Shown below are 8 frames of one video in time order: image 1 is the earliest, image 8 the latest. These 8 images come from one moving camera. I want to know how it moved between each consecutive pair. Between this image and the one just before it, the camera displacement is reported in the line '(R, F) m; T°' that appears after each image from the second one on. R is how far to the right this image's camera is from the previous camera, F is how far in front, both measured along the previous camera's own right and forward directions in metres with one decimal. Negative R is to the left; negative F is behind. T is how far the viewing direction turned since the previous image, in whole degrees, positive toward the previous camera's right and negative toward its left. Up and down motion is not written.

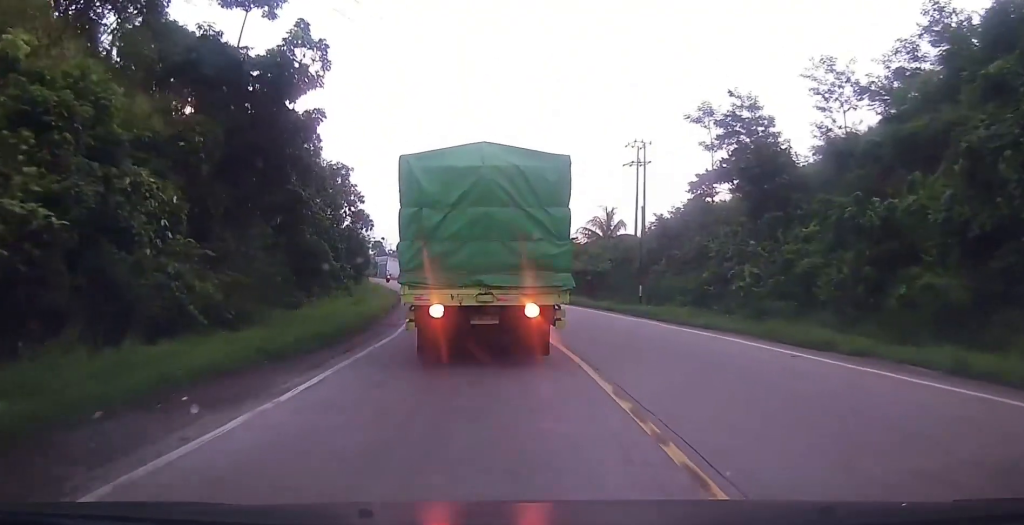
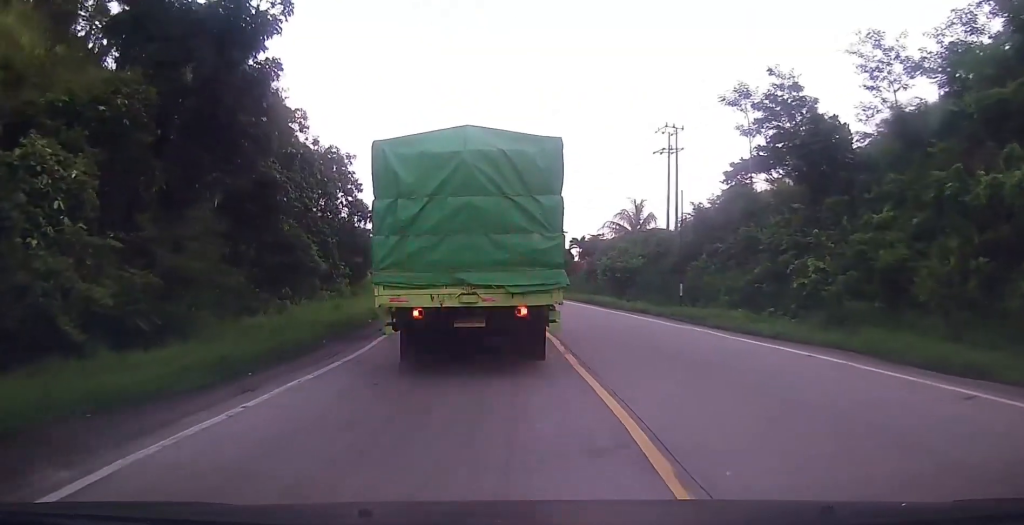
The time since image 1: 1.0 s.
(-0.1, +6.4) m; +1°
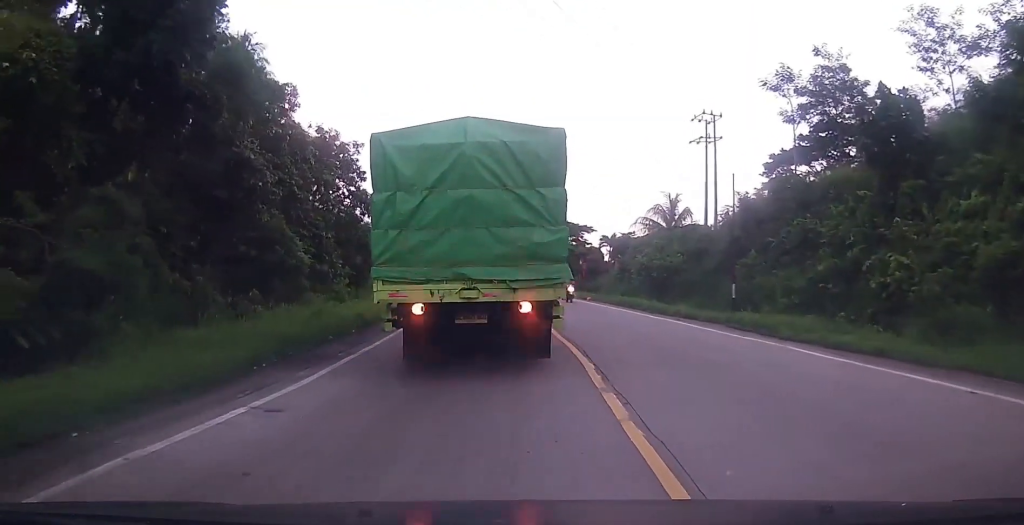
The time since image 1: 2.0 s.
(+0.2, +5.6) m; +1°
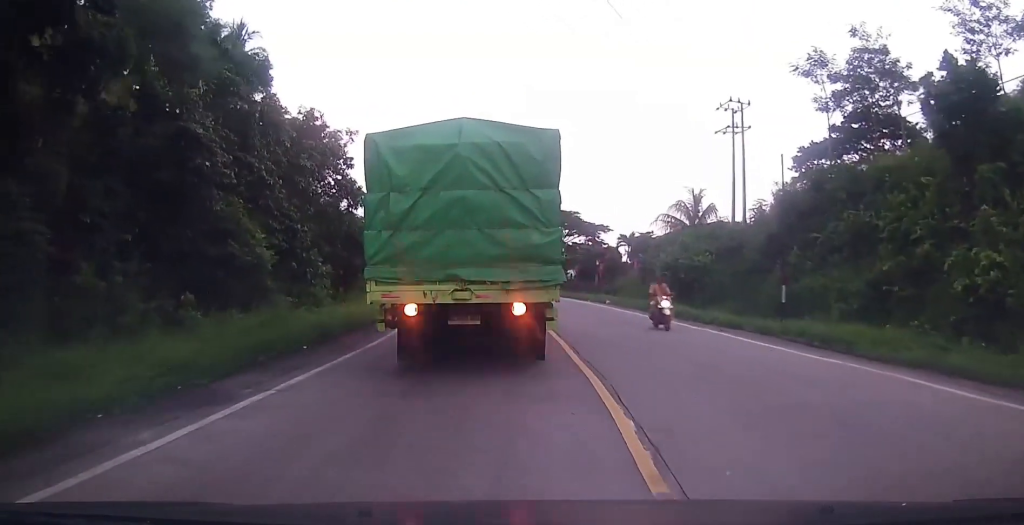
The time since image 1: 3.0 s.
(-0.2, +4.8) m; -4°
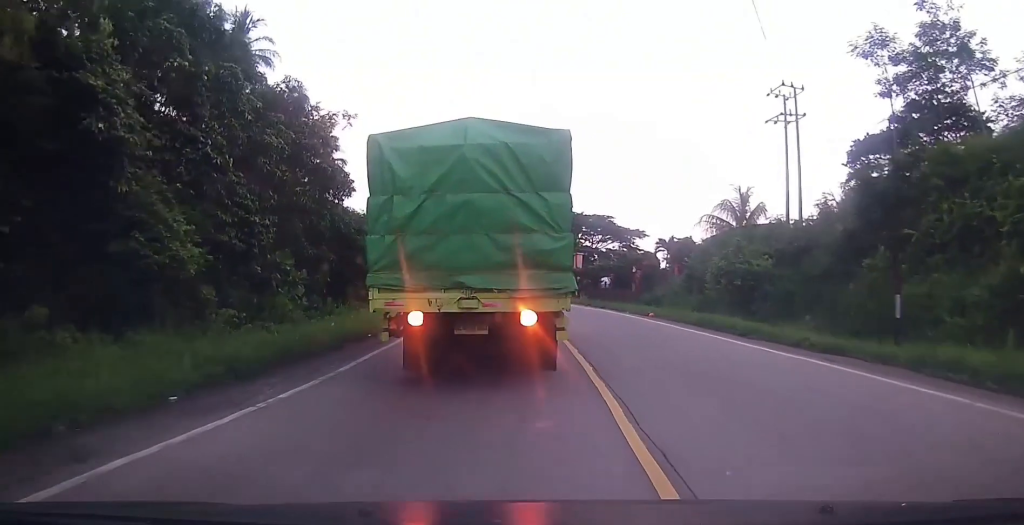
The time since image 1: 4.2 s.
(-0.2, +5.5) m; -2°
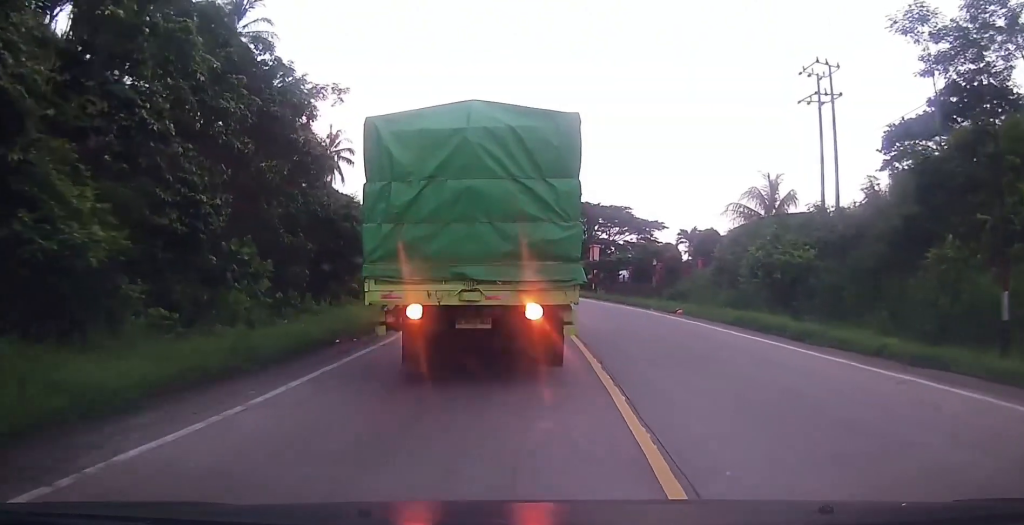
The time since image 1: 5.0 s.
(0.0, +3.4) m; 0°
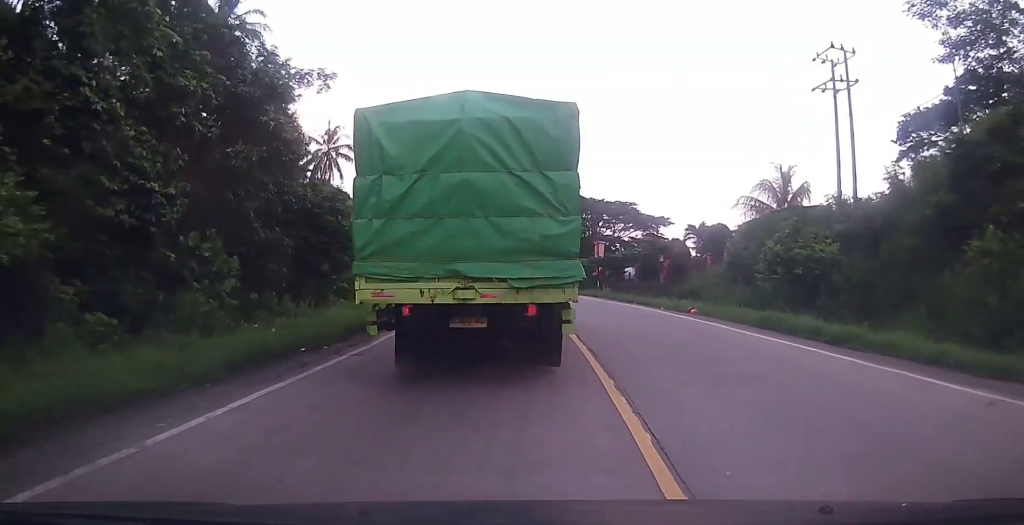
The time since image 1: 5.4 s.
(0.0, +2.0) m; -1°
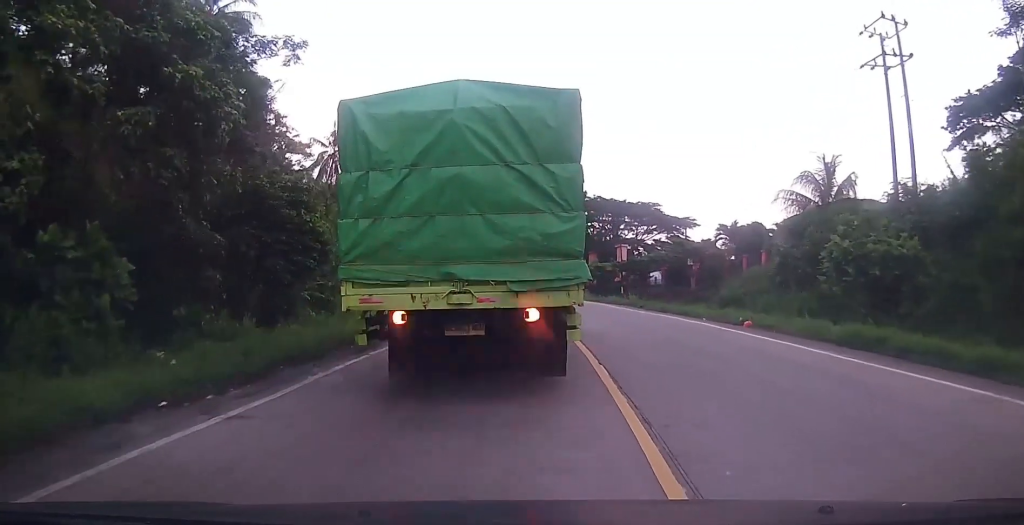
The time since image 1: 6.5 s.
(-0.2, +5.0) m; -7°
